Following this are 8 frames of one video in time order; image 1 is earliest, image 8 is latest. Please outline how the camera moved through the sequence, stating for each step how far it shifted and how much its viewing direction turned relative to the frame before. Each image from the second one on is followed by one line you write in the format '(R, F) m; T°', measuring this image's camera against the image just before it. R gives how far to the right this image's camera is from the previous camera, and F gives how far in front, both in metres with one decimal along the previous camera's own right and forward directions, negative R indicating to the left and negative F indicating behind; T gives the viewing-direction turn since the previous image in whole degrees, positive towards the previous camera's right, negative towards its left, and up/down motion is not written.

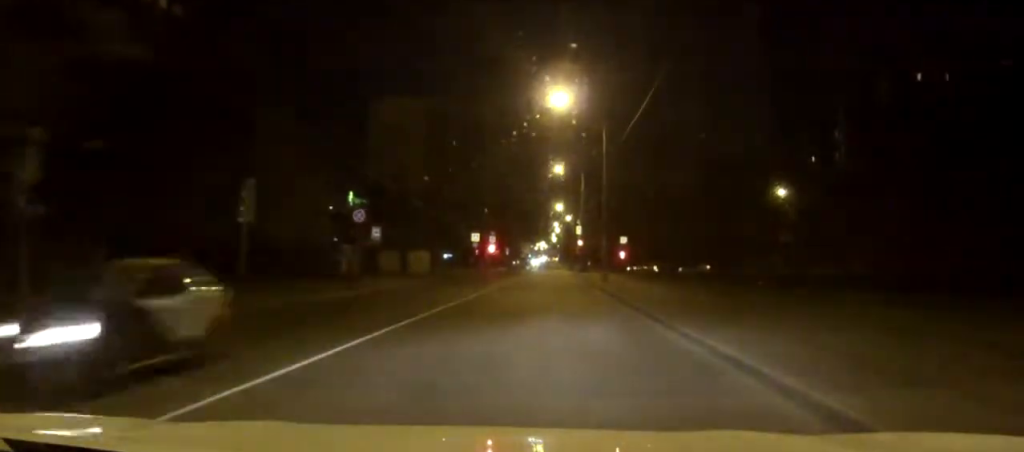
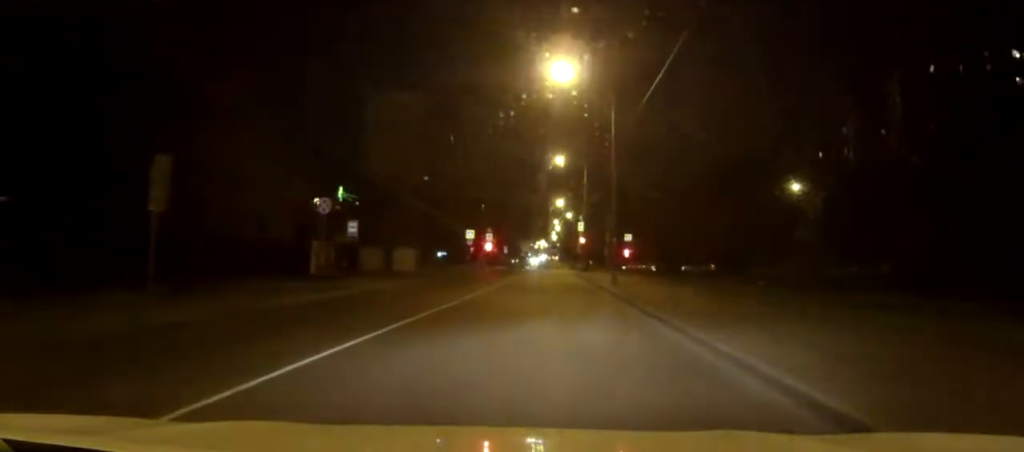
(0.0, +6.3) m; 0°
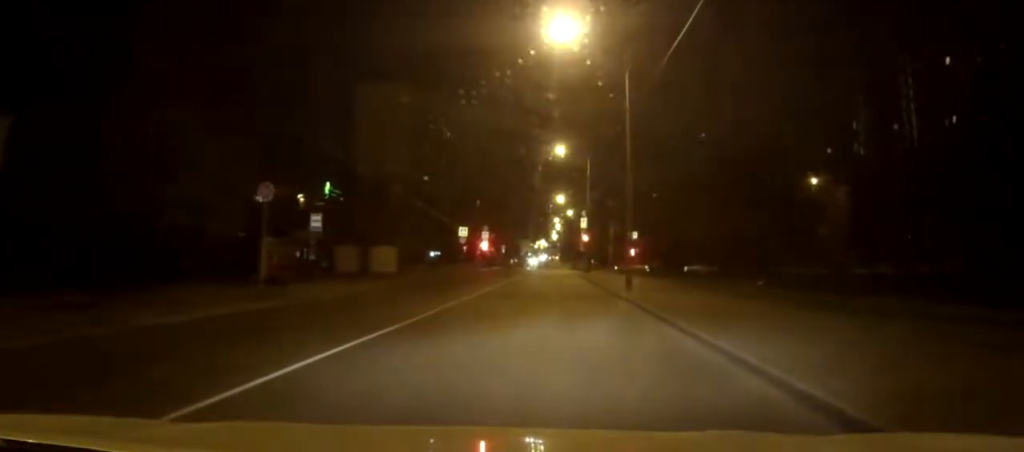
(0.0, +7.4) m; 0°
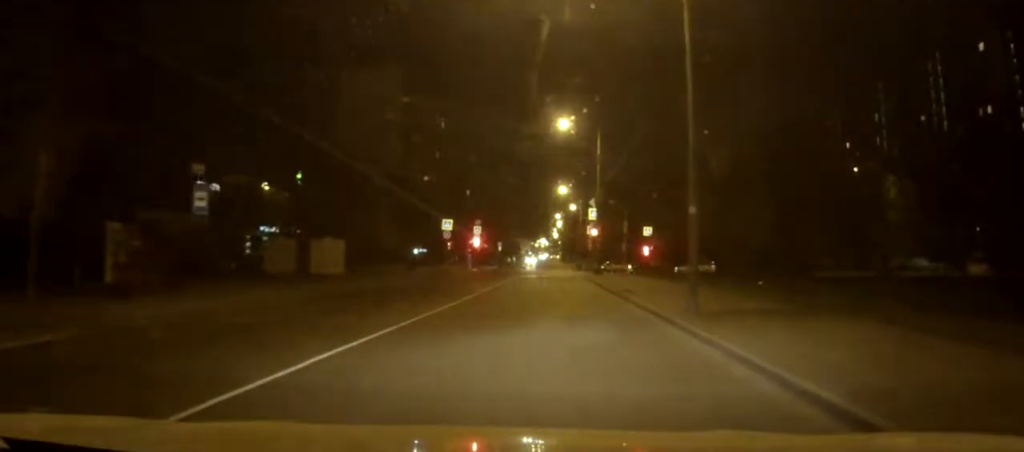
(+0.1, +13.6) m; 0°
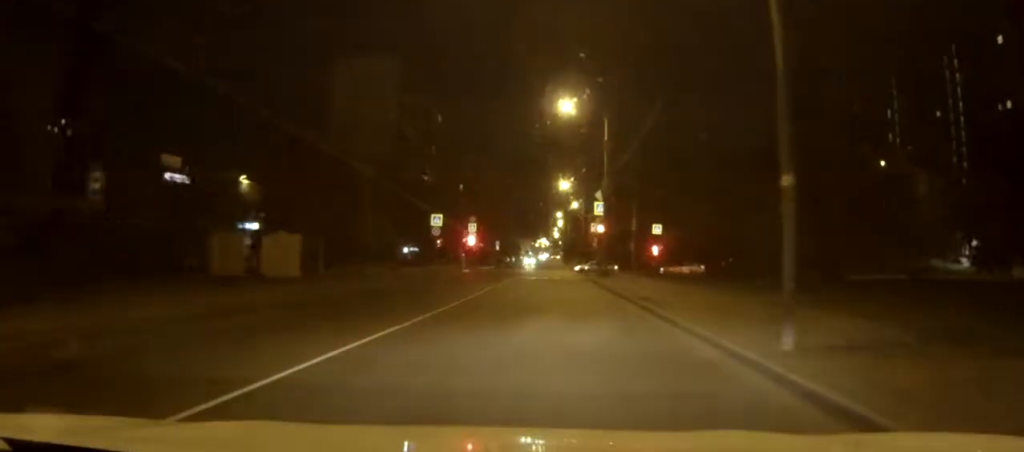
(0.0, +7.0) m; 0°
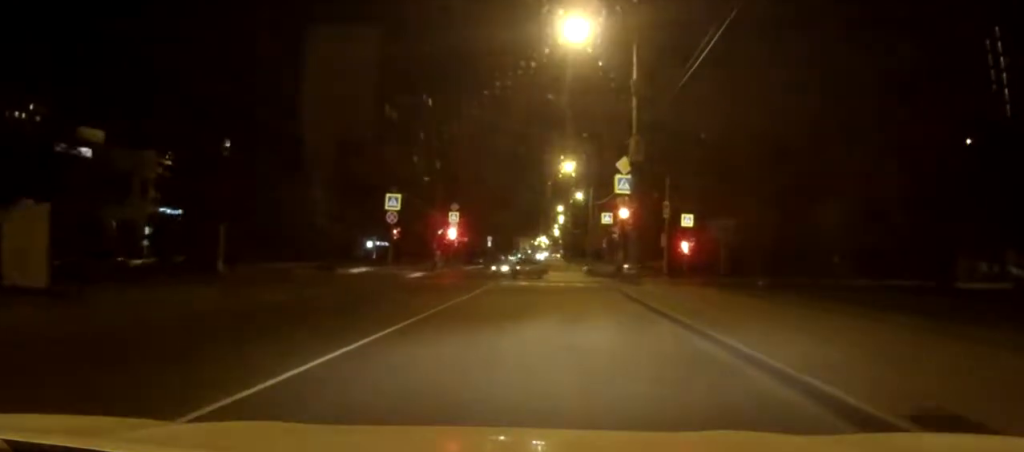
(0.0, +17.7) m; 0°
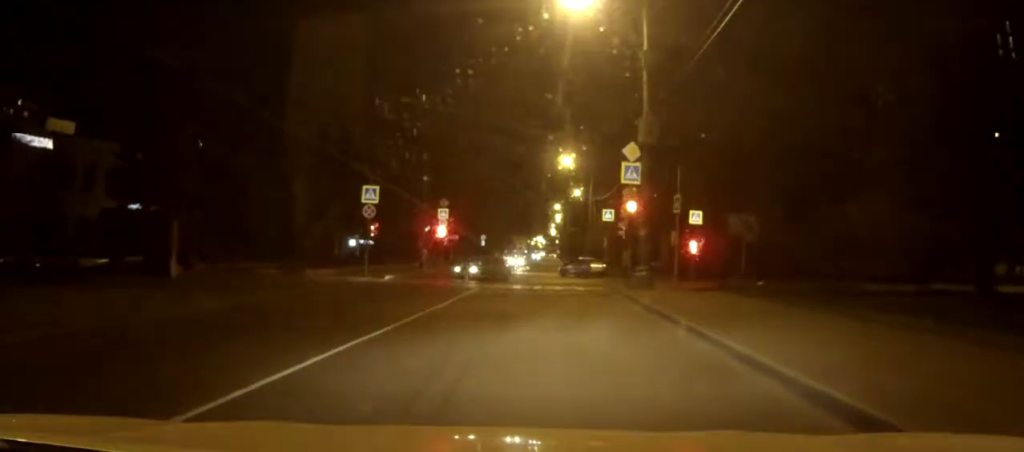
(0.0, +5.0) m; 0°
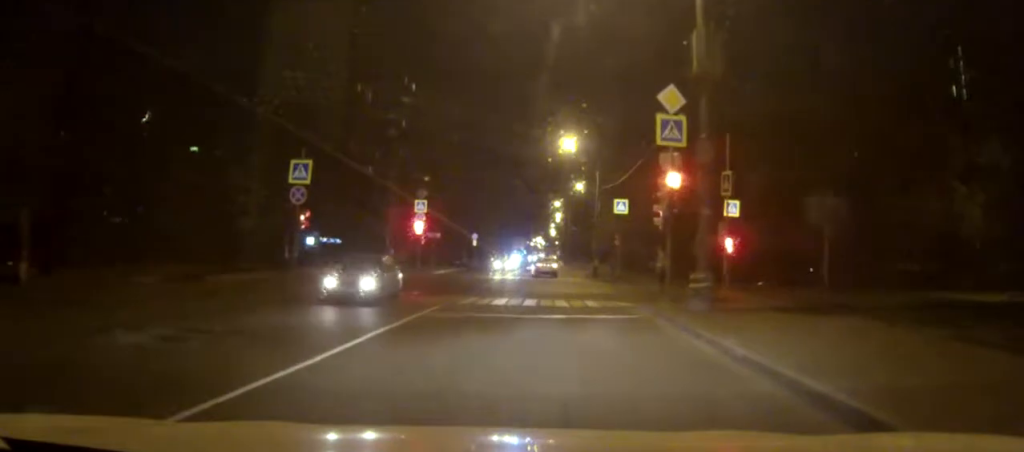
(0.0, +11.7) m; 0°
